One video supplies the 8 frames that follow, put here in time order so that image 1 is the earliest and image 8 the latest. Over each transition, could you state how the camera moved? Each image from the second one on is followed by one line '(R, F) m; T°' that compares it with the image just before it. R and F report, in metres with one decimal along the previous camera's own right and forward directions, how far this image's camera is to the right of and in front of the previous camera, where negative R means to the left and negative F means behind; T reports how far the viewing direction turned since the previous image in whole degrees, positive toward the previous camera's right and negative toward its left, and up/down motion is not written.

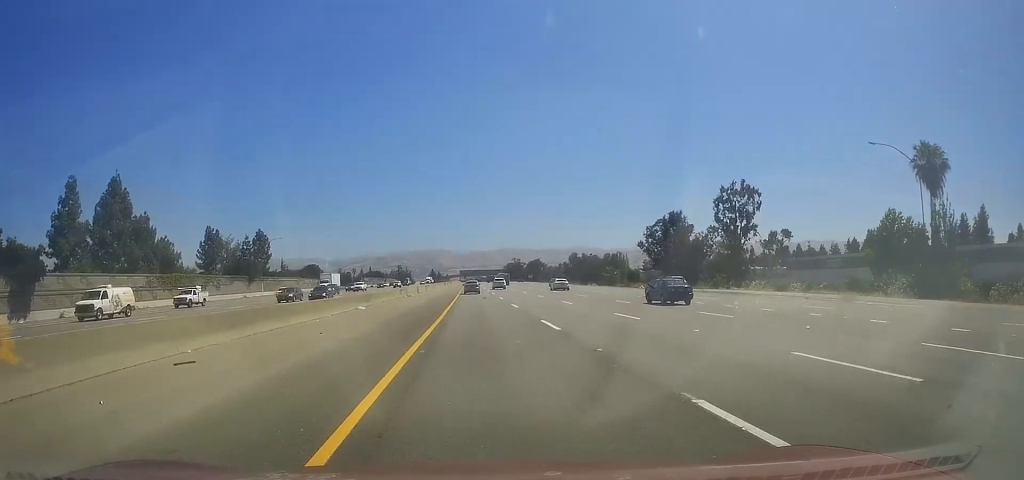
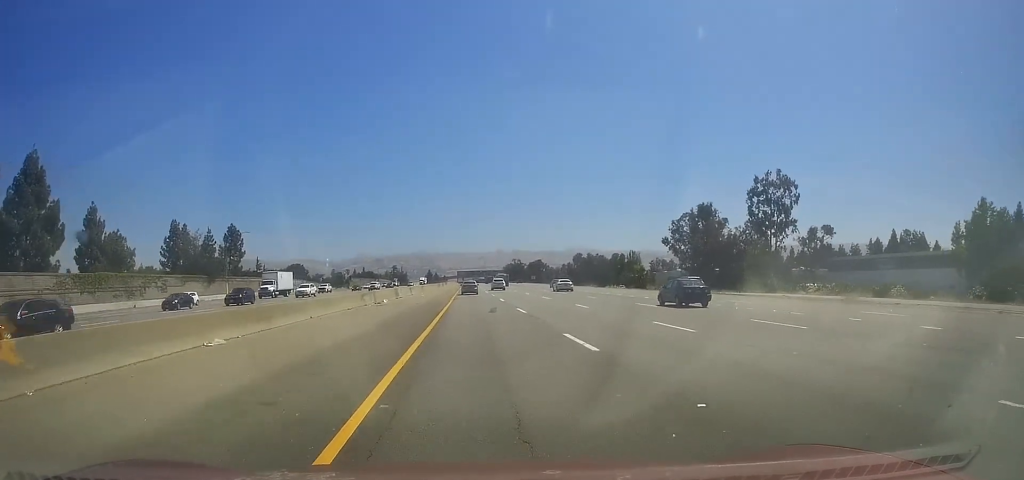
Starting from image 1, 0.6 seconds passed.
(-0.1, +20.3) m; 0°
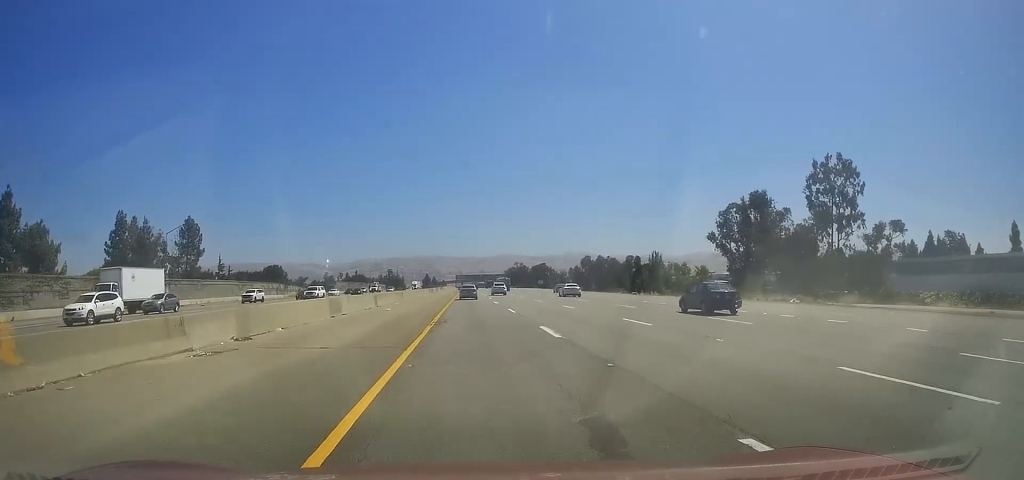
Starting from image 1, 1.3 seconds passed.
(-0.1, +25.5) m; 0°
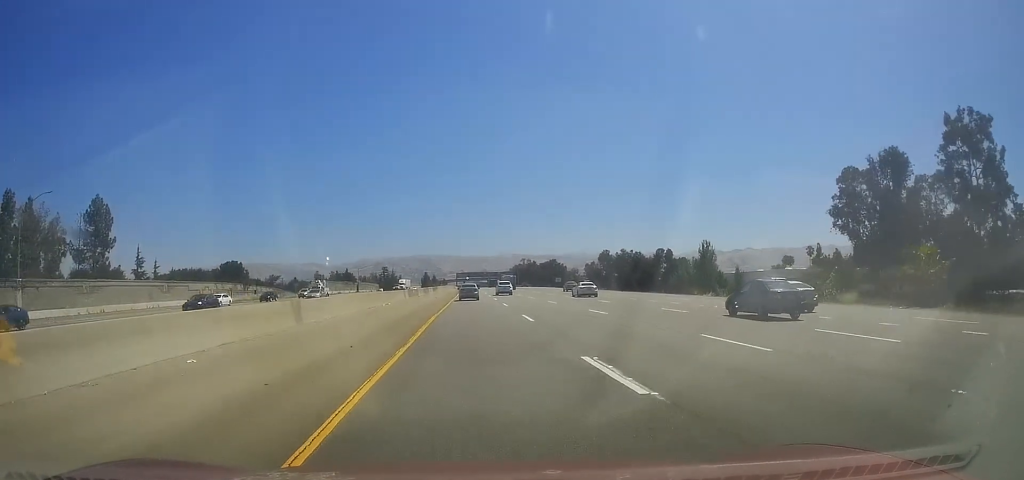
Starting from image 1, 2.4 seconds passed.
(+0.3, +37.9) m; +1°
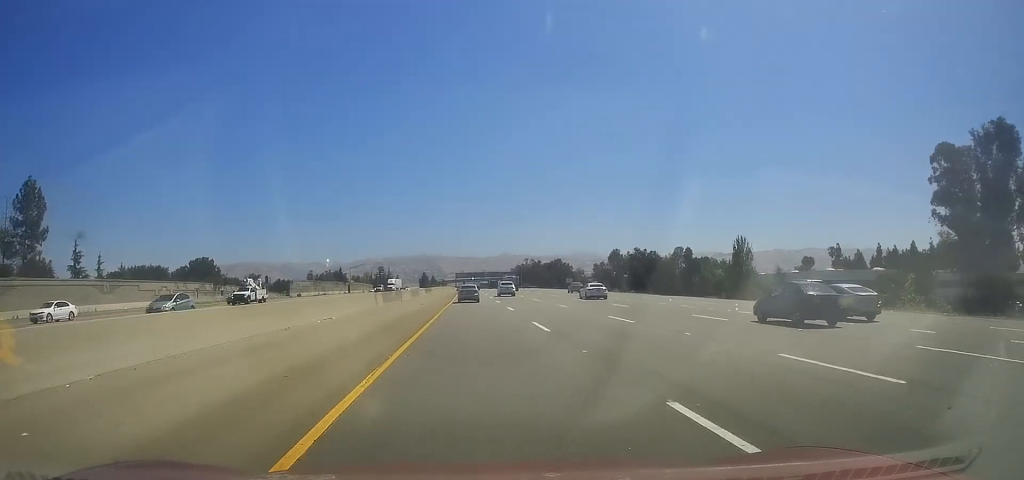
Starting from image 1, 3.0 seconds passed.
(+0.1, +19.3) m; 0°
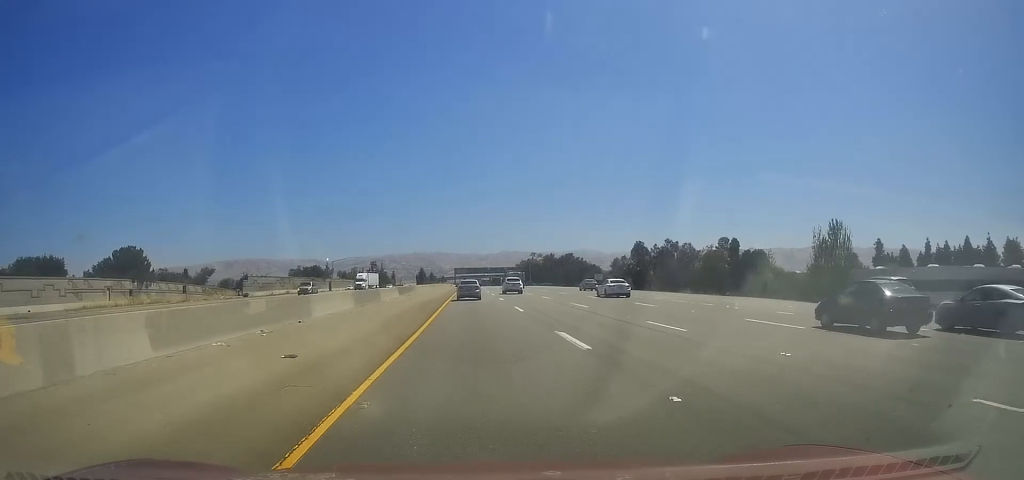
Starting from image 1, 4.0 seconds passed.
(0.0, +35.0) m; 0°
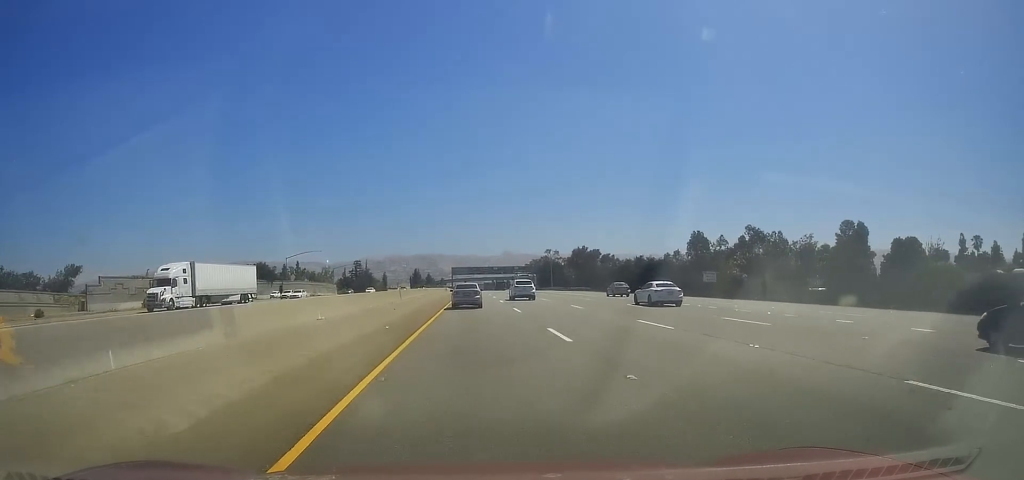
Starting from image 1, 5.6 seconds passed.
(+0.2, +57.7) m; 0°
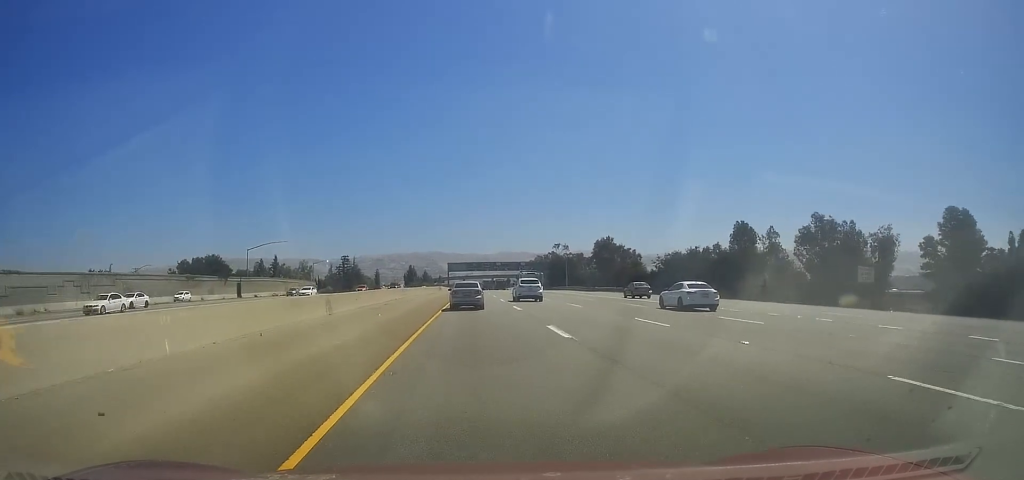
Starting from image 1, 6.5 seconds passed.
(+0.1, +29.7) m; 0°
